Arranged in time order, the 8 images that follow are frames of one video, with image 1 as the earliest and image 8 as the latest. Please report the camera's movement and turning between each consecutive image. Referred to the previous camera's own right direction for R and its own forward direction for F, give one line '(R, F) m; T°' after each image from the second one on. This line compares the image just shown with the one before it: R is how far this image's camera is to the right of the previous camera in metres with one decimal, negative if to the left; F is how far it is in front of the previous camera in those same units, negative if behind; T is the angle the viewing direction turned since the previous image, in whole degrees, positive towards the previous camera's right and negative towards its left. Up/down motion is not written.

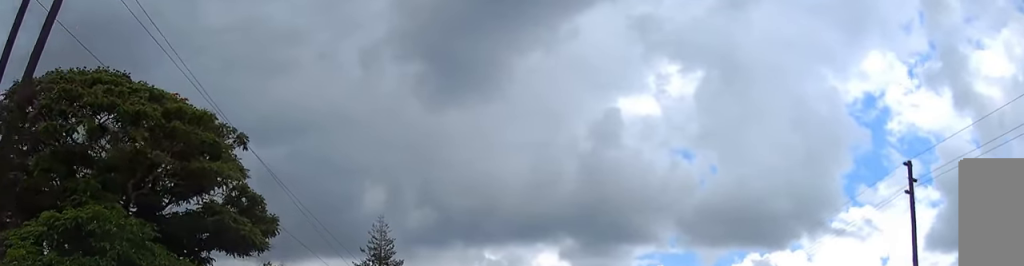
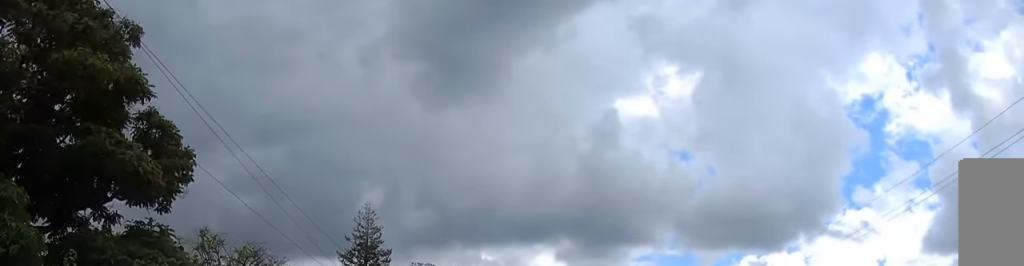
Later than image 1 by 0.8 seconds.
(0.0, +8.2) m; 0°
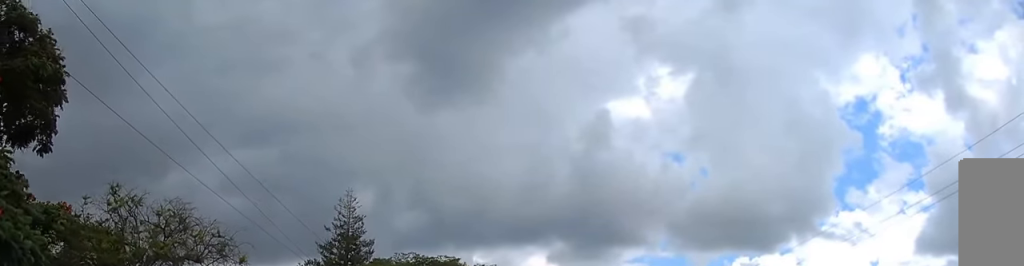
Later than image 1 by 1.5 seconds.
(0.0, +7.3) m; 0°
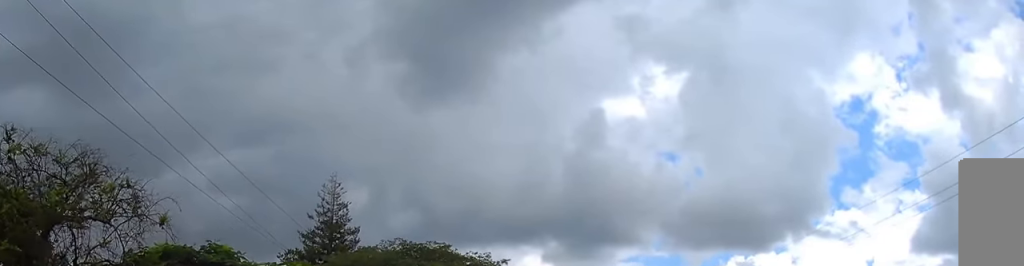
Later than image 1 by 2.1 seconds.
(-0.1, +6.2) m; 0°
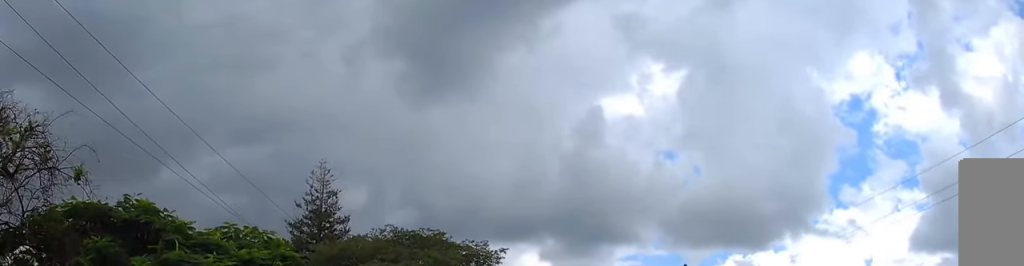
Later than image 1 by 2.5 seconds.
(0.0, +4.6) m; 0°
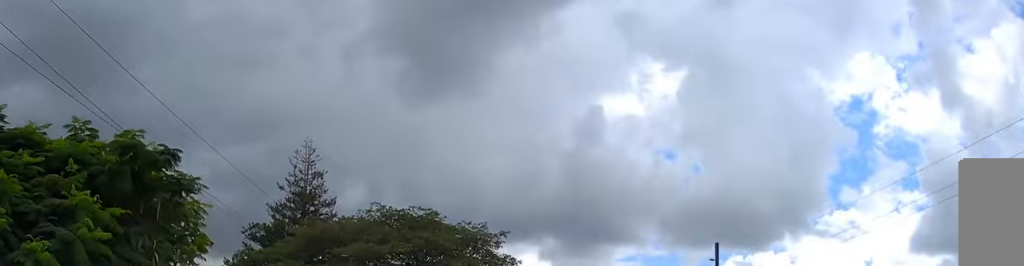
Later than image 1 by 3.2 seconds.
(+0.1, +6.8) m; +1°
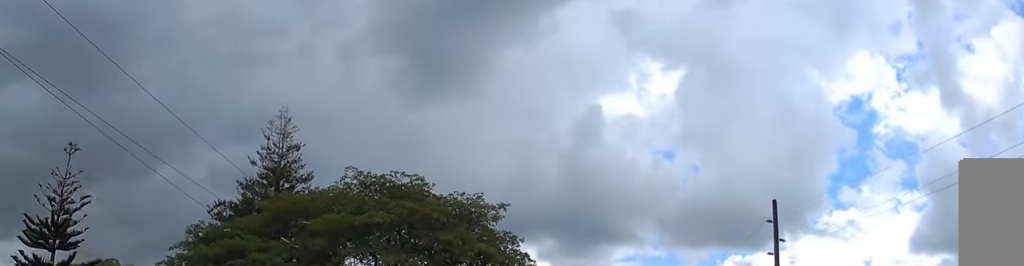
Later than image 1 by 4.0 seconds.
(0.0, +8.7) m; 0°
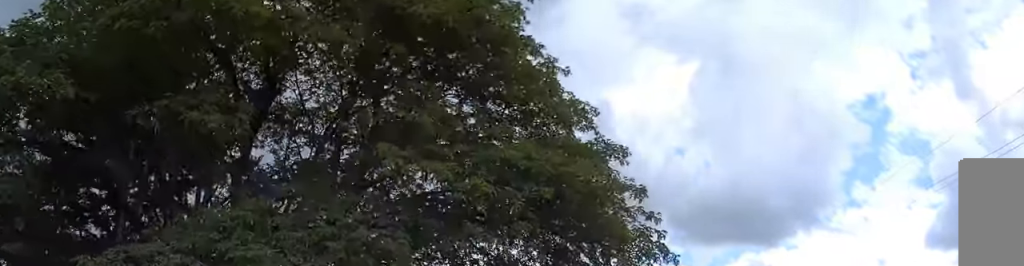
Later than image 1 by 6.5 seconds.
(-0.2, +28.5) m; 0°
